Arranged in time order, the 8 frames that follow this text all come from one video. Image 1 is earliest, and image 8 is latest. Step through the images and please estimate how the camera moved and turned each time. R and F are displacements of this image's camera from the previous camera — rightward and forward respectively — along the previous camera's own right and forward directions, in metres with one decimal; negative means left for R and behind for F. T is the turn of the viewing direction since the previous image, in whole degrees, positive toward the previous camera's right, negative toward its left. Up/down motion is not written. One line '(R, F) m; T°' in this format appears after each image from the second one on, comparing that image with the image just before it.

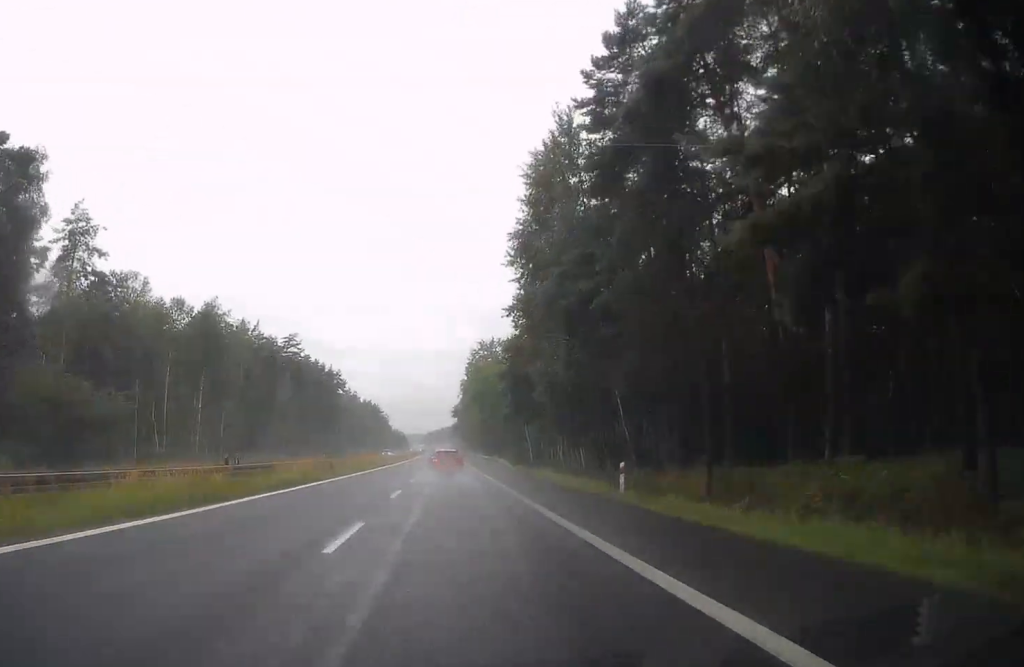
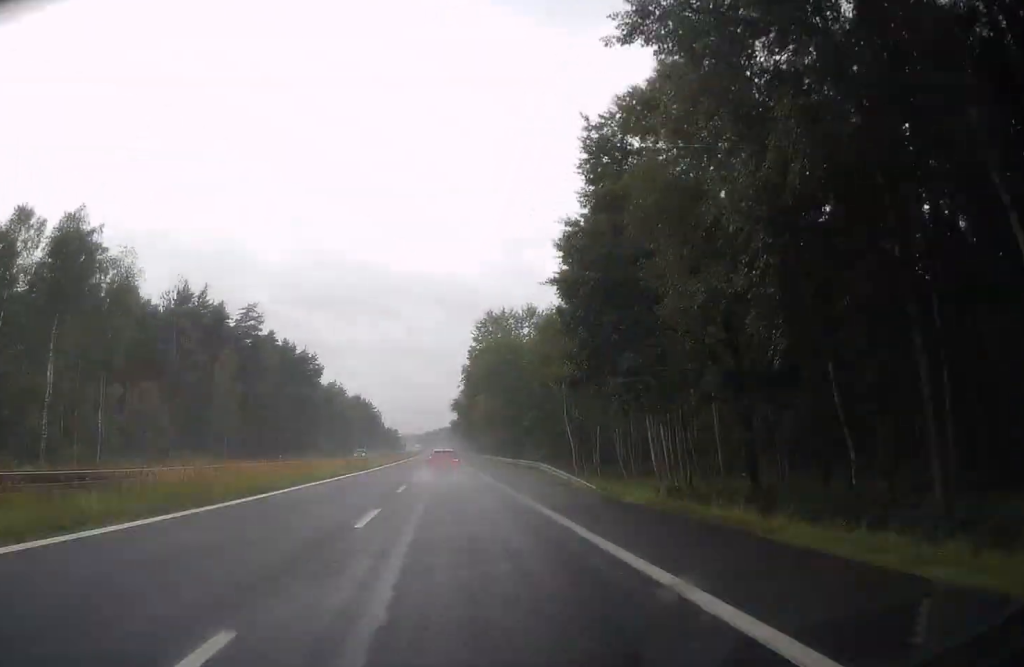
(-0.5, +32.6) m; -1°
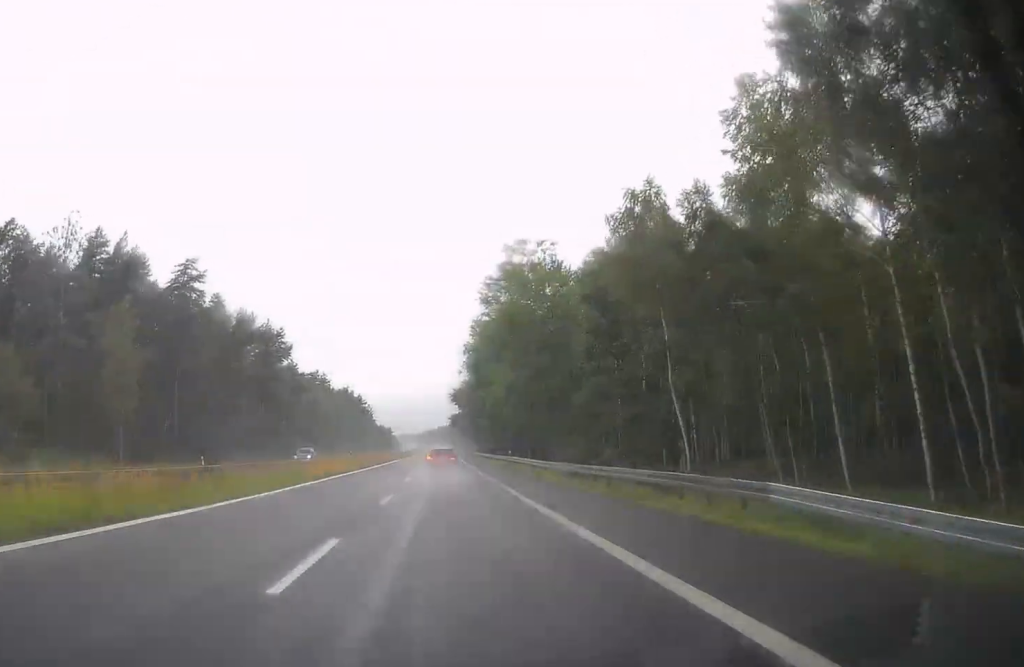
(0.0, +30.4) m; 0°
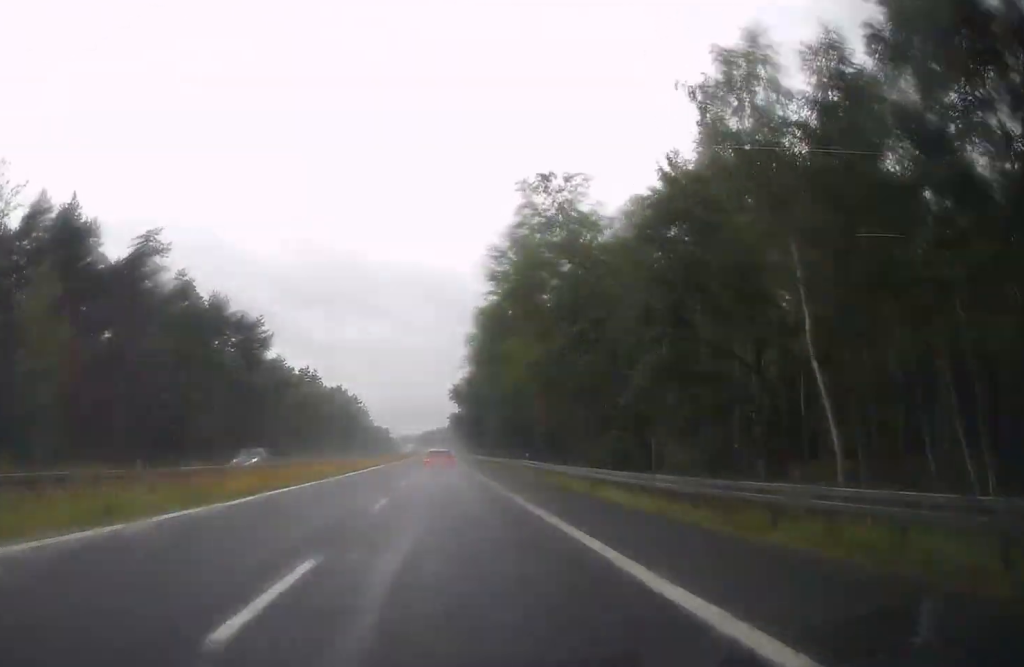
(0.0, +13.5) m; 0°
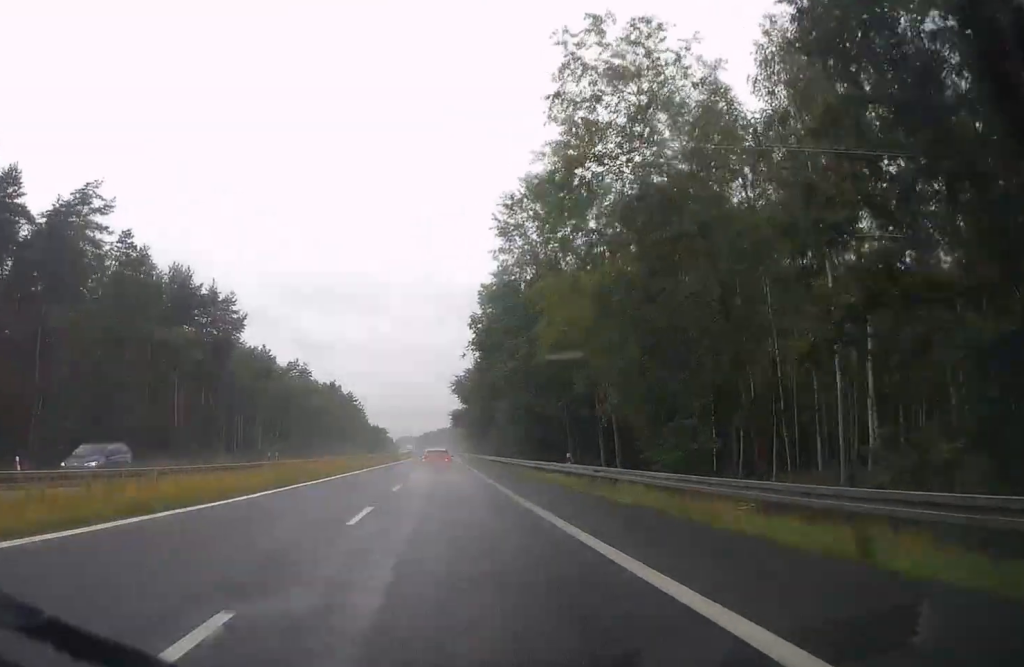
(0.0, +15.8) m; 0°
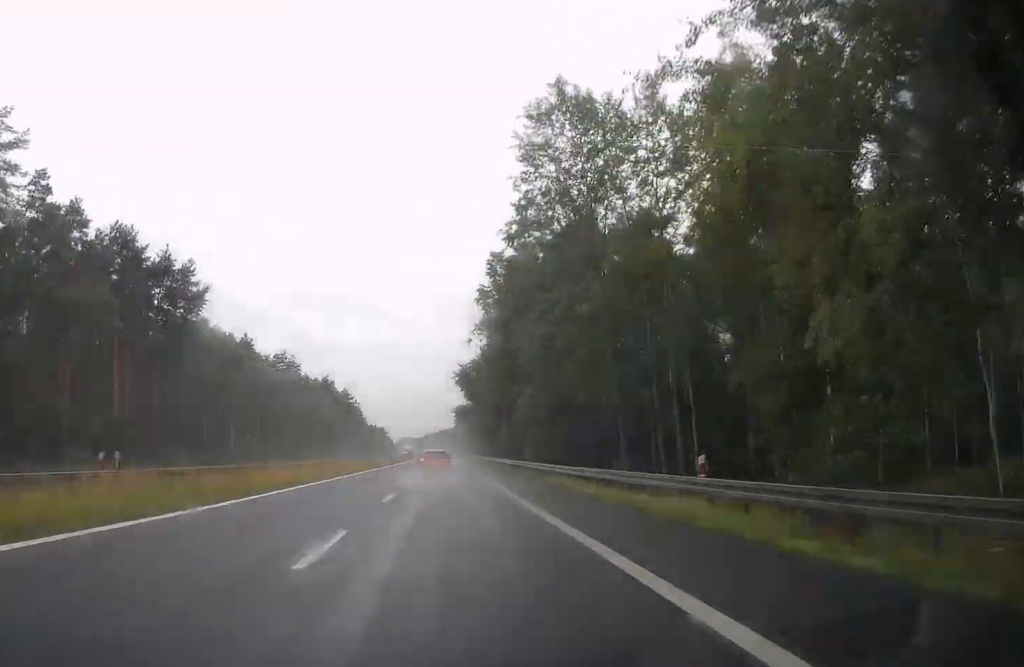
(0.0, +16.9) m; 0°
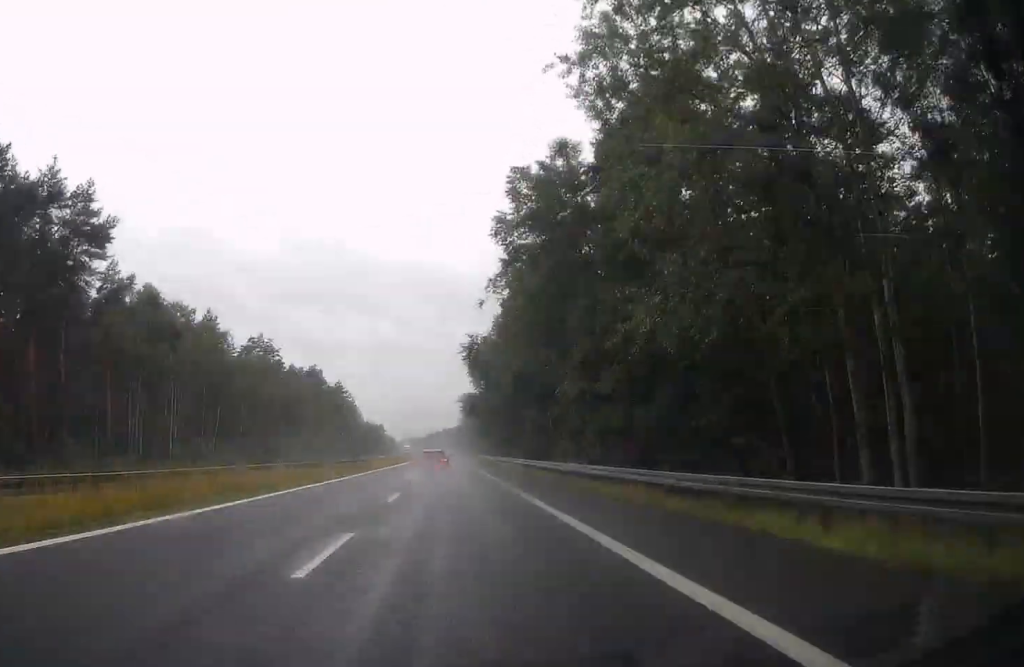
(0.0, +24.8) m; +1°
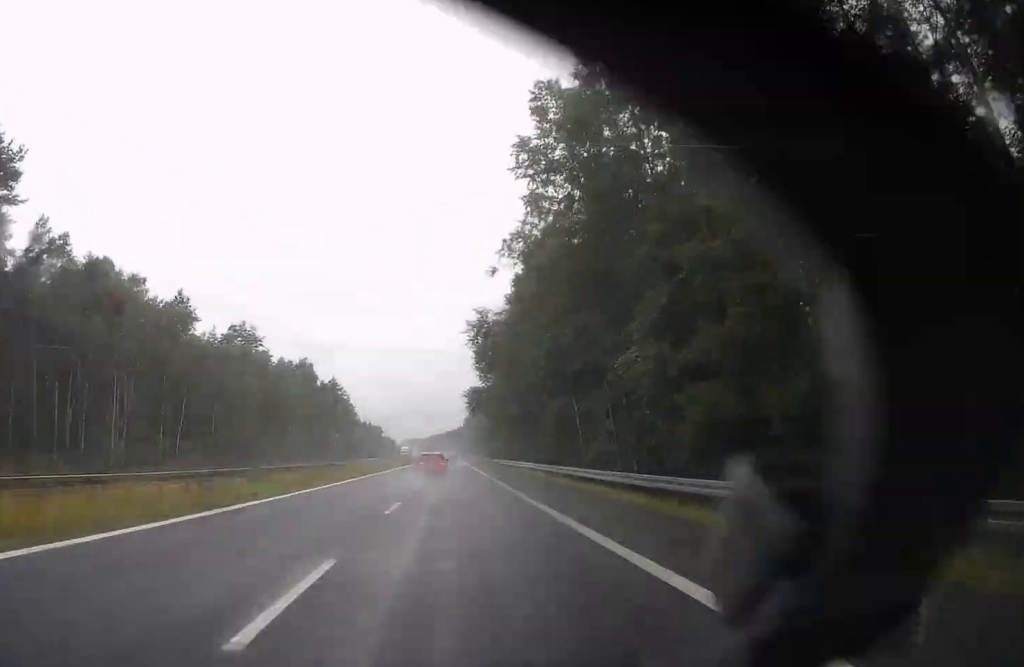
(+0.1, +14.7) m; 0°
